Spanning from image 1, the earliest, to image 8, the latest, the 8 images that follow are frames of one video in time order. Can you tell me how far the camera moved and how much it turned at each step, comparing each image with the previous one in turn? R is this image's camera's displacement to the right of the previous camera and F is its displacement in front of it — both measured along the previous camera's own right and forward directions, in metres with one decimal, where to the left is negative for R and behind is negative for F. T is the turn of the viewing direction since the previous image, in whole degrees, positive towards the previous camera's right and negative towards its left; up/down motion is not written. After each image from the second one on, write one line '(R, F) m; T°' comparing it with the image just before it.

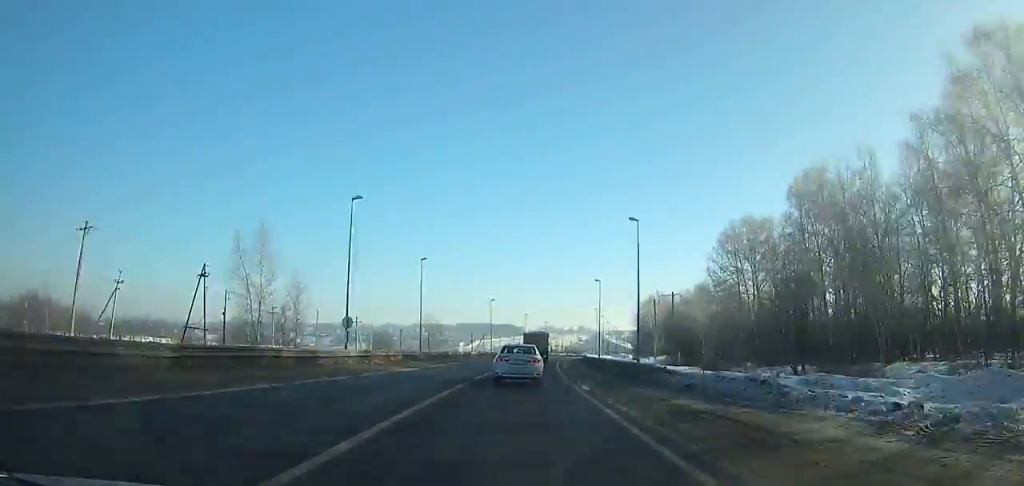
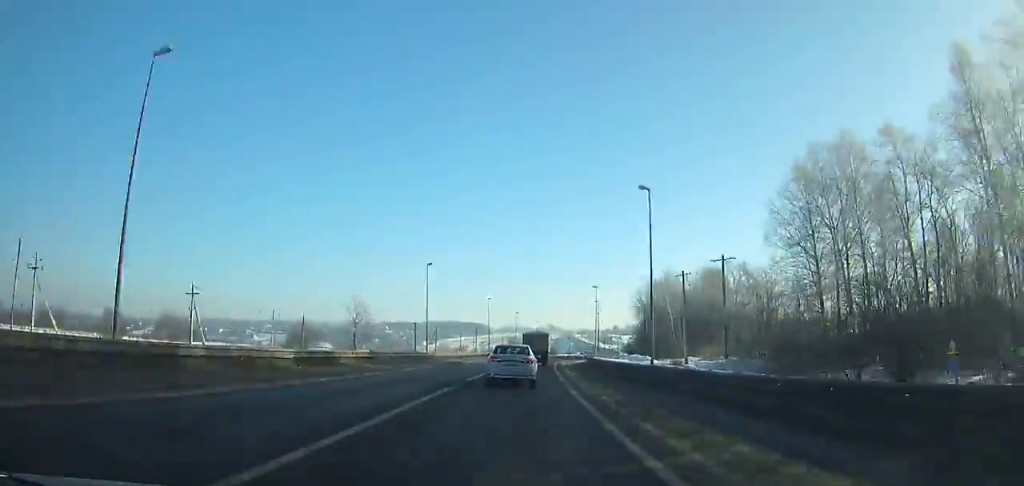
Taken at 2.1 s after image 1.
(+0.6, +42.6) m; +3°
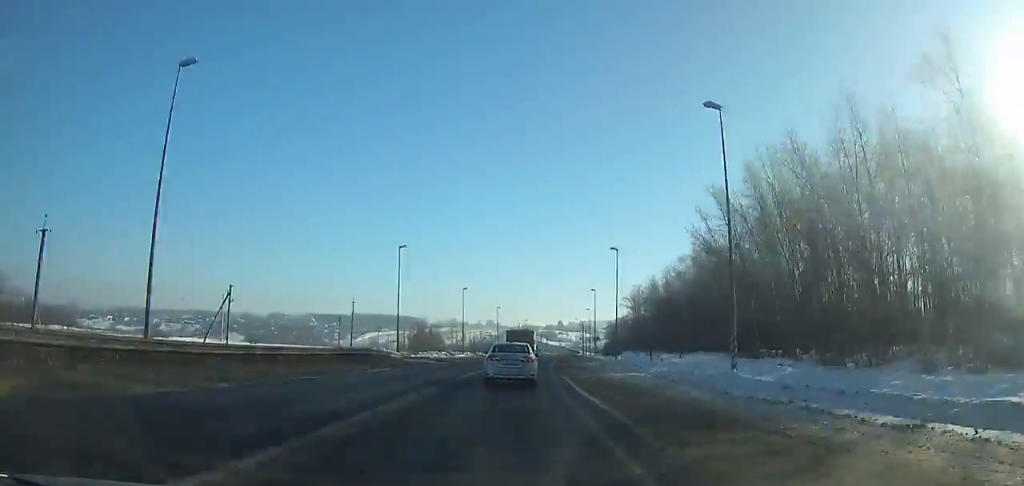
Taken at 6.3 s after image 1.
(+5.0, +83.7) m; +6°
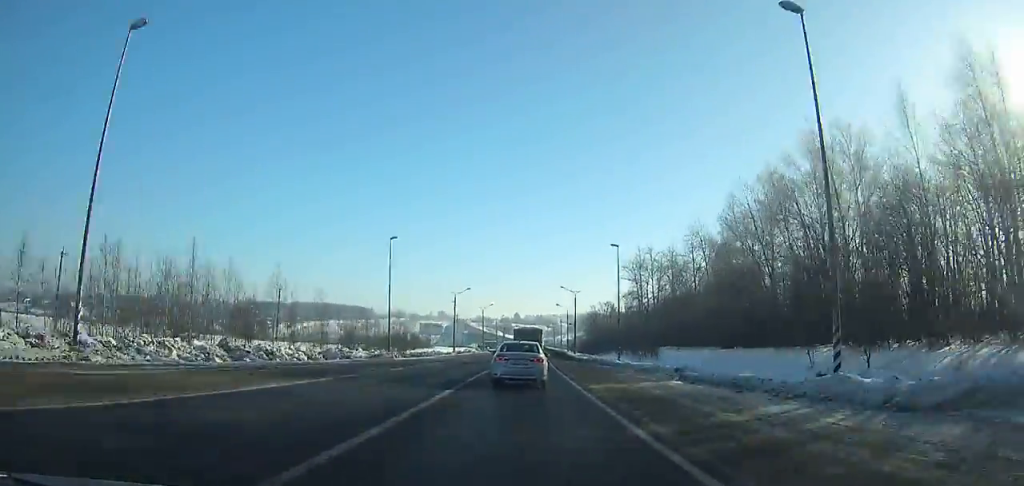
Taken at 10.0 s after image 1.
(+2.8, +72.4) m; +4°
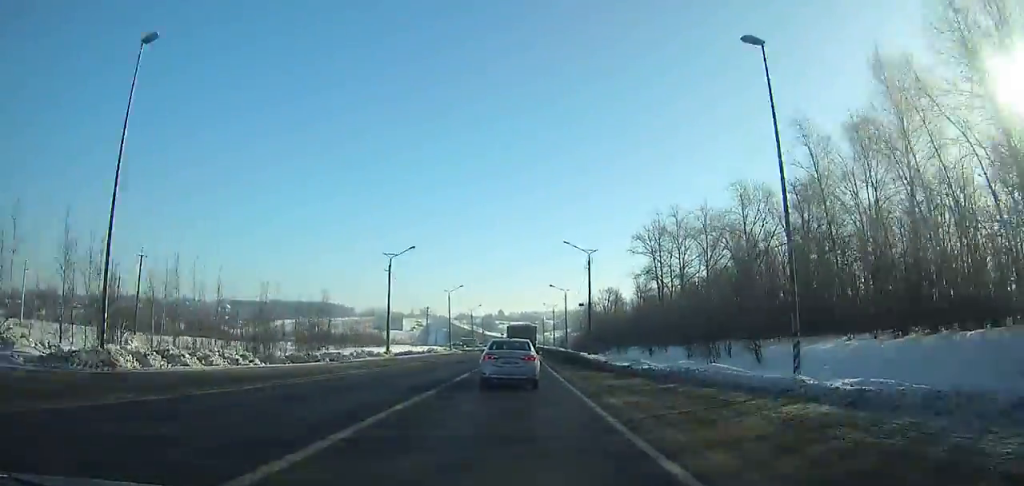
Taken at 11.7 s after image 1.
(+0.4, +32.7) m; +1°
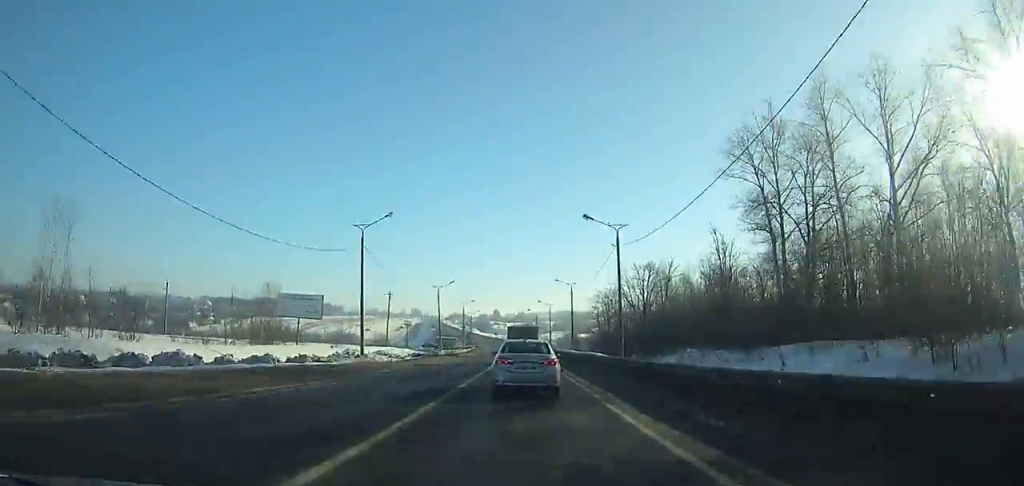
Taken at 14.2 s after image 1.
(+0.4, +47.6) m; +1°
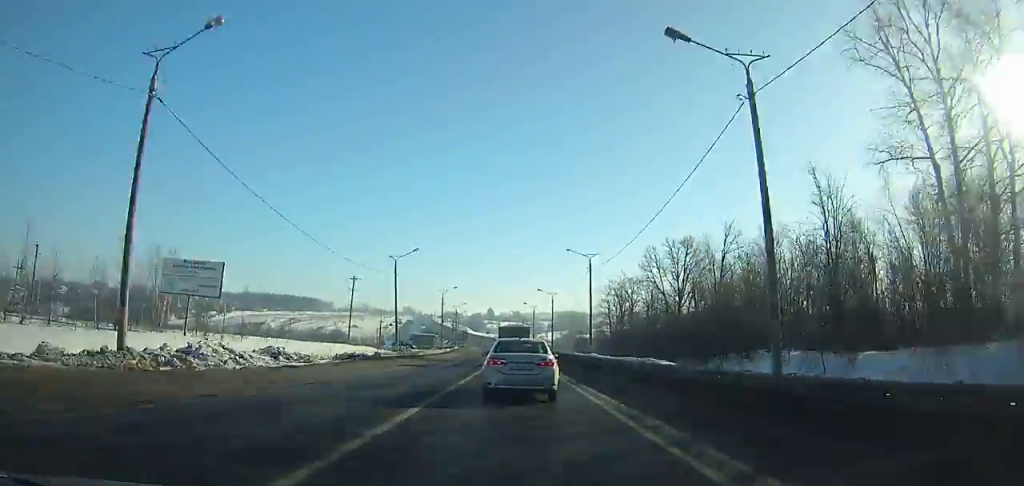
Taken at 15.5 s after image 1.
(+0.1, +24.3) m; 0°
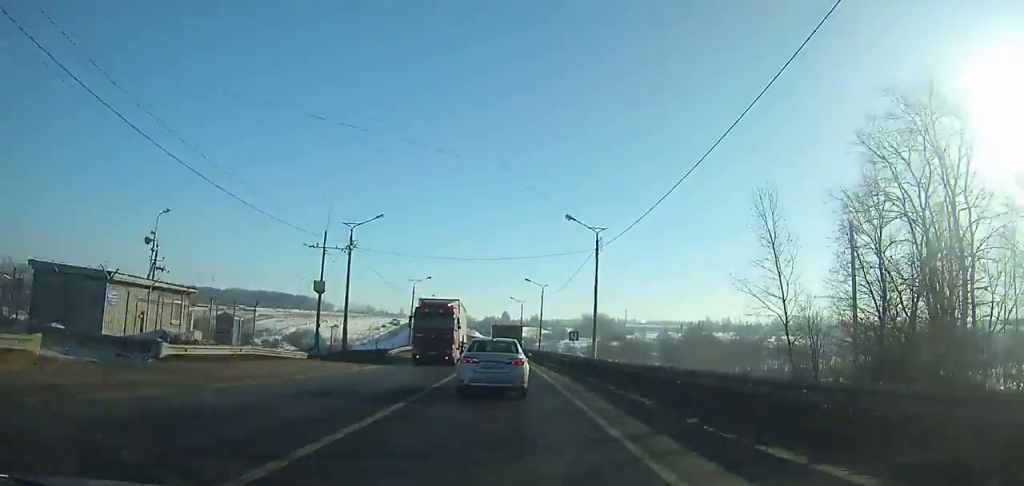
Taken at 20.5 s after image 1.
(-1.5, +94.9) m; -4°
